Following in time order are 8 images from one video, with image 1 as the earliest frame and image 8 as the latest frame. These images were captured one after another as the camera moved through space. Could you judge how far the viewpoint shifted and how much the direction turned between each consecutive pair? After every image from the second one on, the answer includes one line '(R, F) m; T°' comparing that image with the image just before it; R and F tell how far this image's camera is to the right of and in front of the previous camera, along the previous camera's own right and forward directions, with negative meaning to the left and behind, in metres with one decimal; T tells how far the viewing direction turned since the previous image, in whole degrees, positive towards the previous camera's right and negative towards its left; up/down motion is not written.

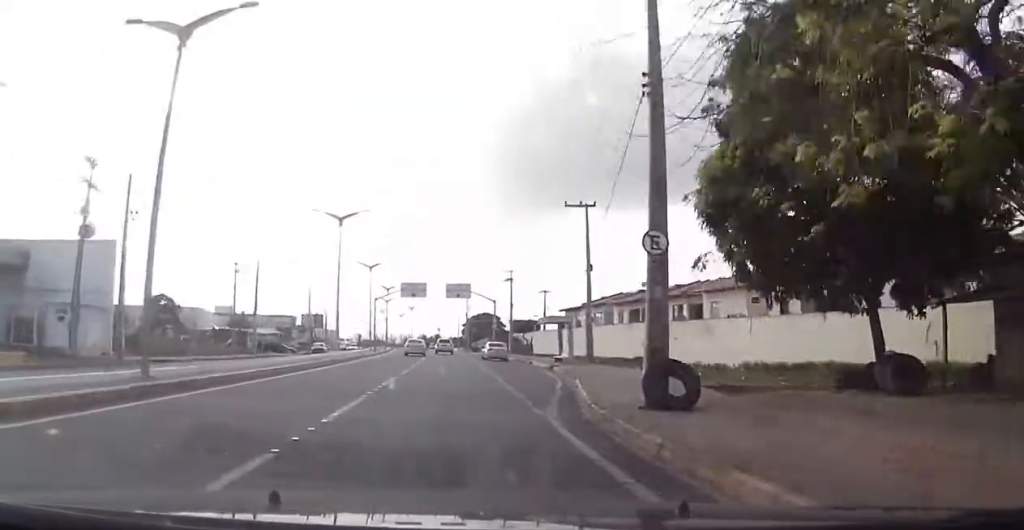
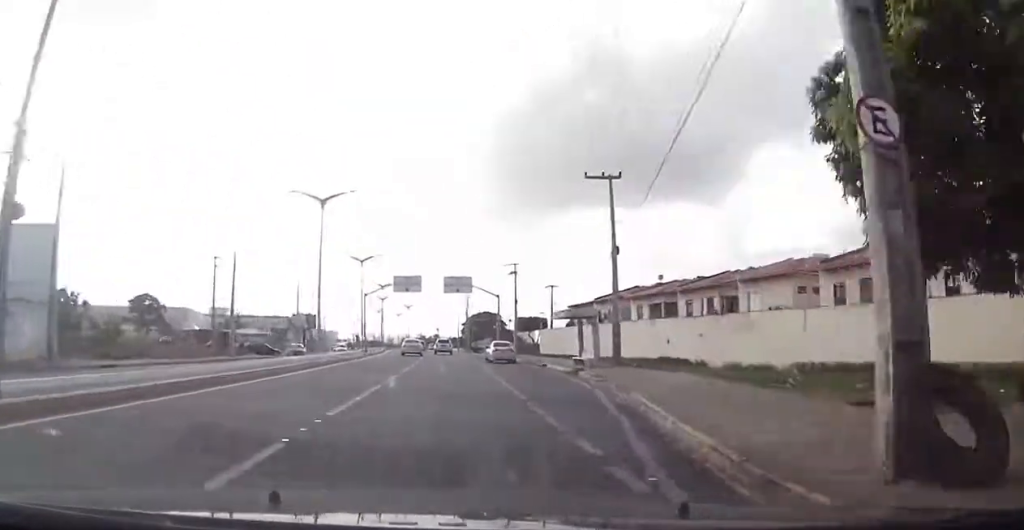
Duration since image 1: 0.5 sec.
(0.0, +7.1) m; 0°
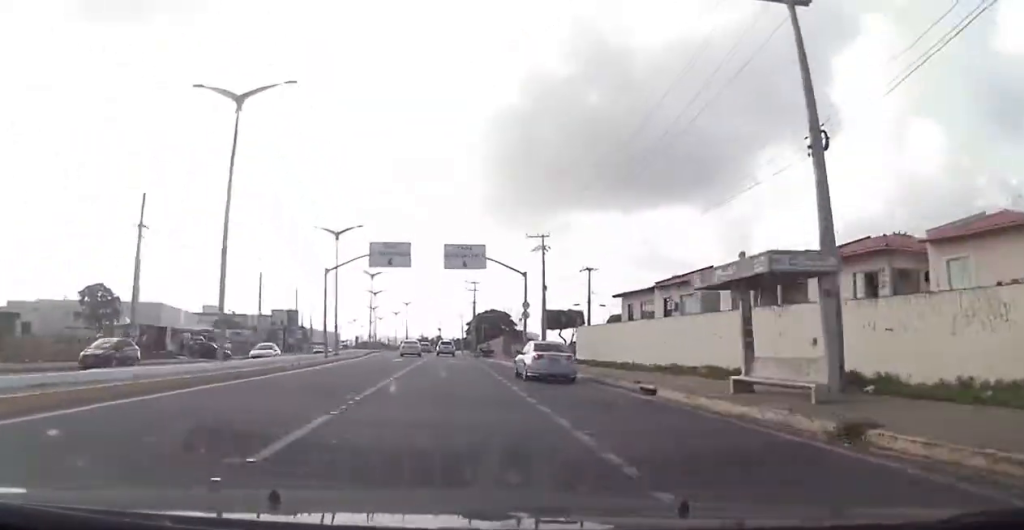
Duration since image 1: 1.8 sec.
(+0.2, +20.4) m; 0°
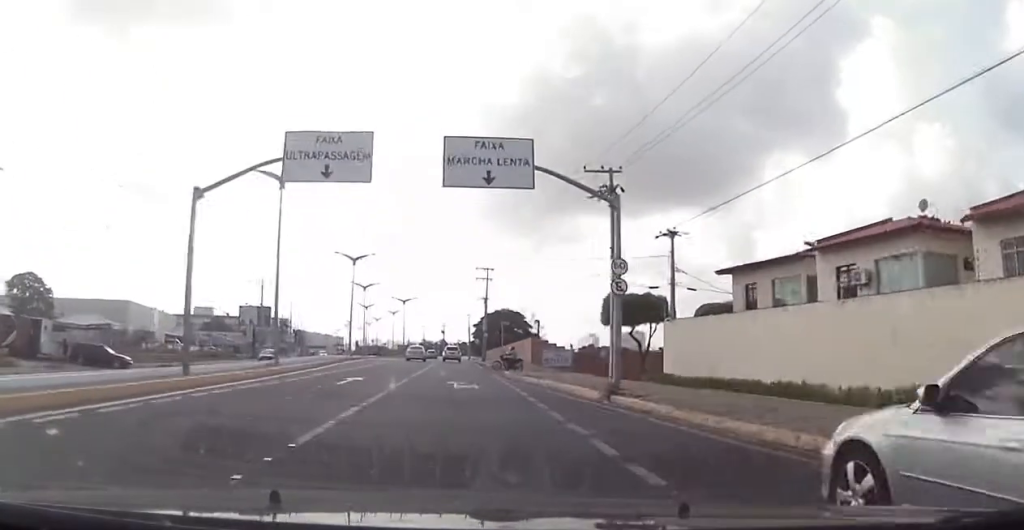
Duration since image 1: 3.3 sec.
(-0.5, +22.3) m; -1°
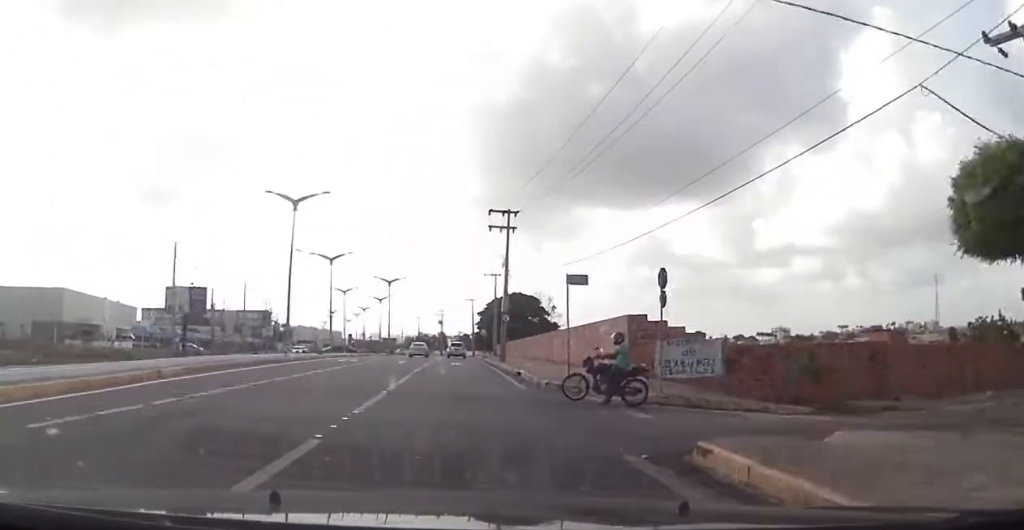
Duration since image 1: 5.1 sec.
(0.0, +27.8) m; 0°
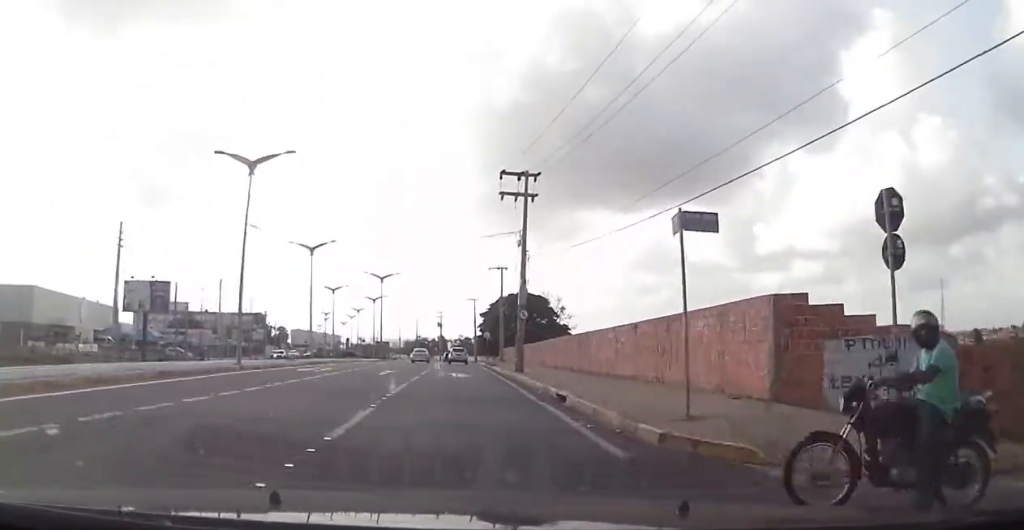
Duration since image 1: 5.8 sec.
(+0.2, +10.6) m; +1°
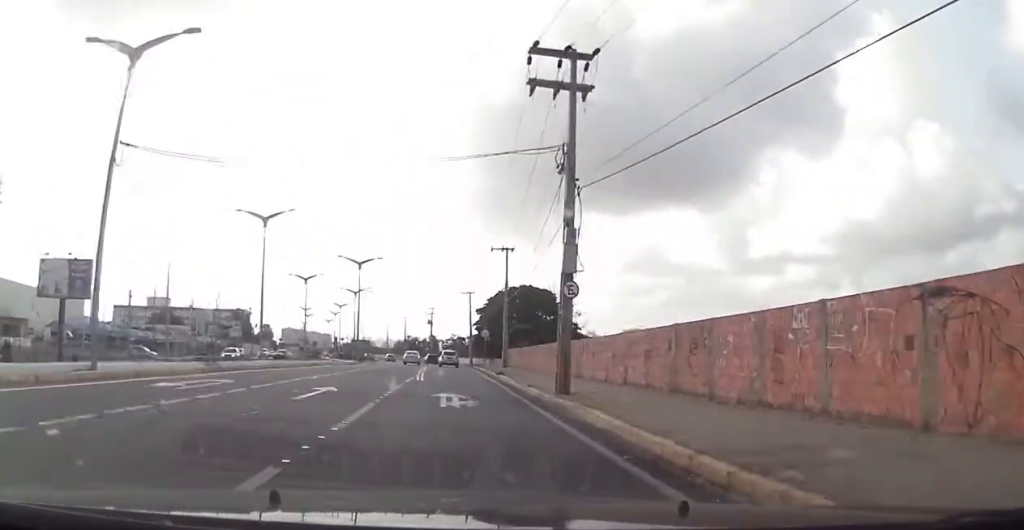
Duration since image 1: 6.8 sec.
(+0.2, +14.7) m; +1°
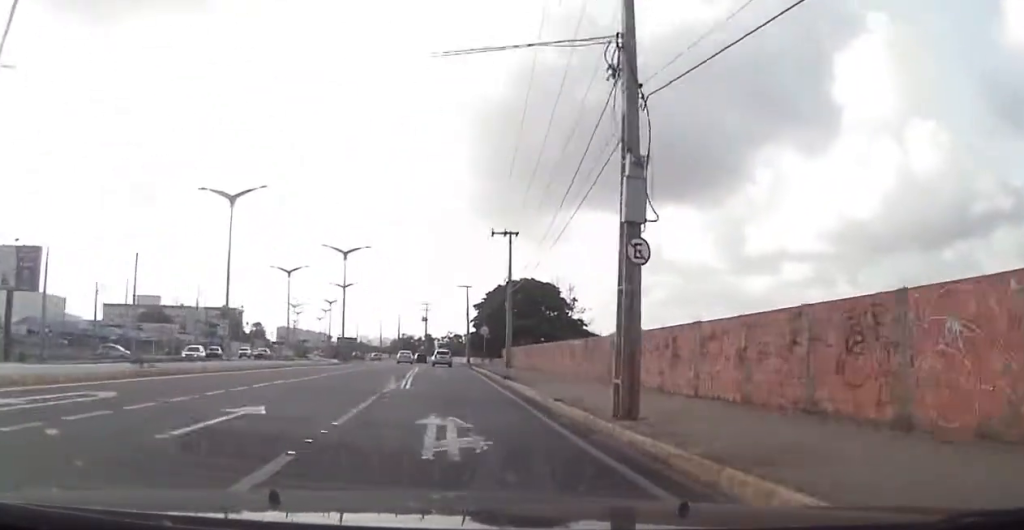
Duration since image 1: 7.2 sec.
(0.0, +7.1) m; 0°
